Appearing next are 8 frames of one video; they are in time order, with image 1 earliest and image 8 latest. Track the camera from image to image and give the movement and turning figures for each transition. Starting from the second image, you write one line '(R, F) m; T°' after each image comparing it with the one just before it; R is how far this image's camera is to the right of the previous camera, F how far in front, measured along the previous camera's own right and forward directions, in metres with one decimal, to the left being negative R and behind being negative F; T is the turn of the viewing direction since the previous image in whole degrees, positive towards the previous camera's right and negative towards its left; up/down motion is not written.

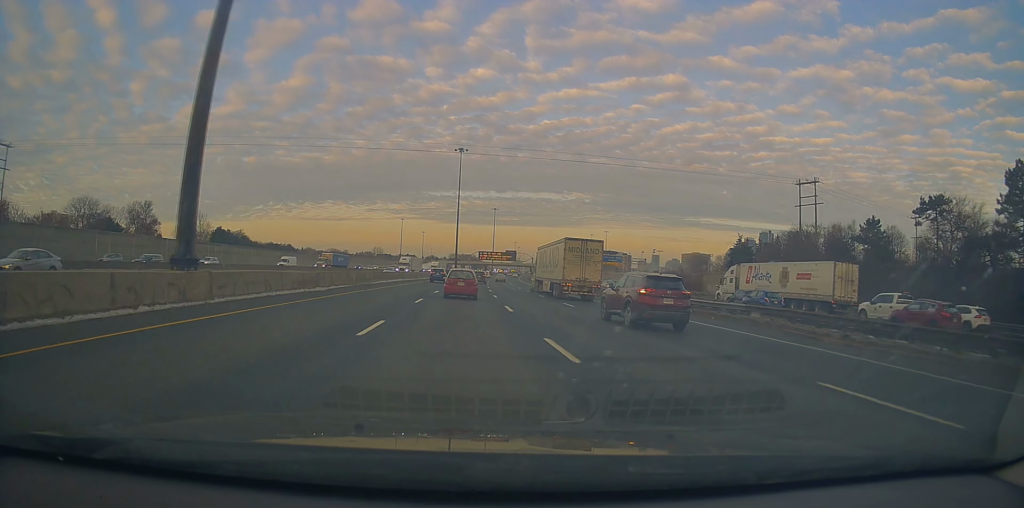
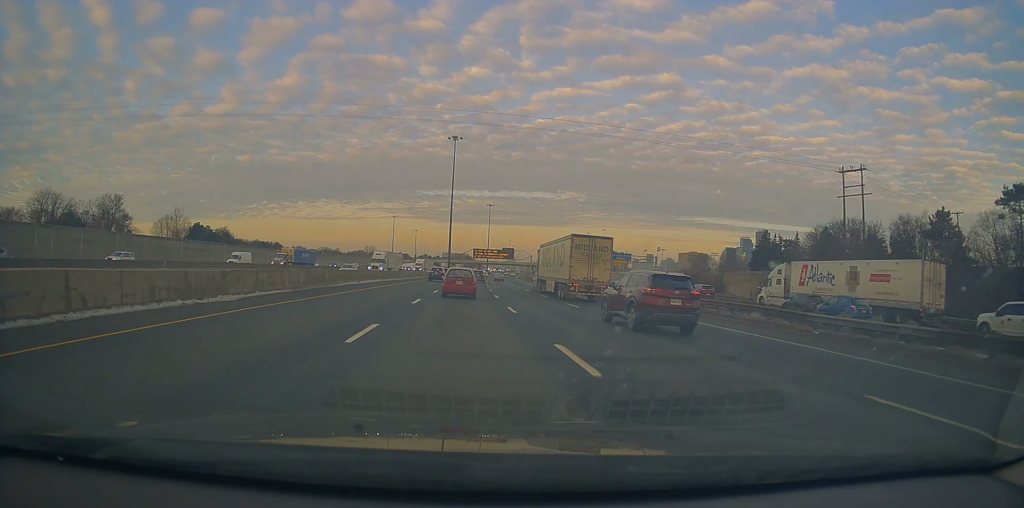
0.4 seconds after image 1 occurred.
(0.0, +13.1) m; 0°
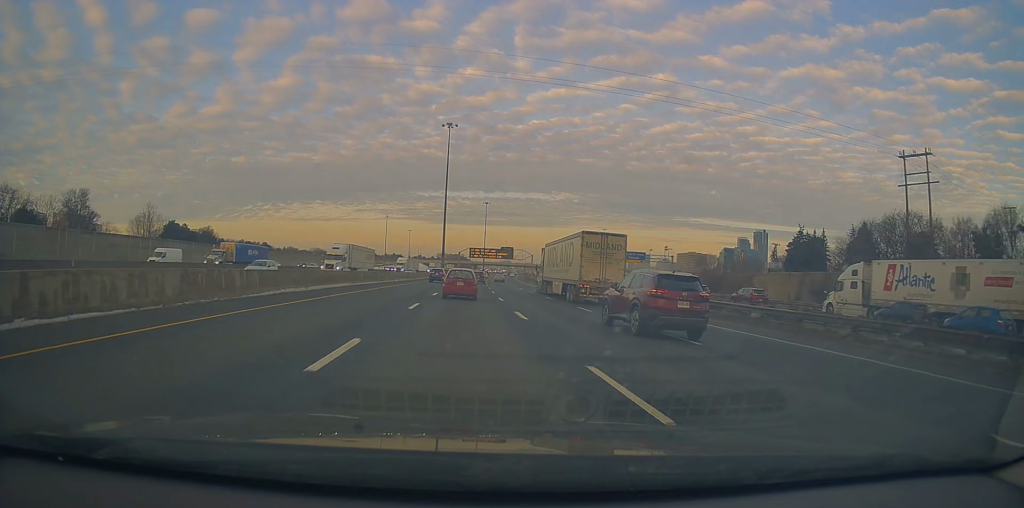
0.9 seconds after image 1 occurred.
(-0.1, +14.1) m; +1°
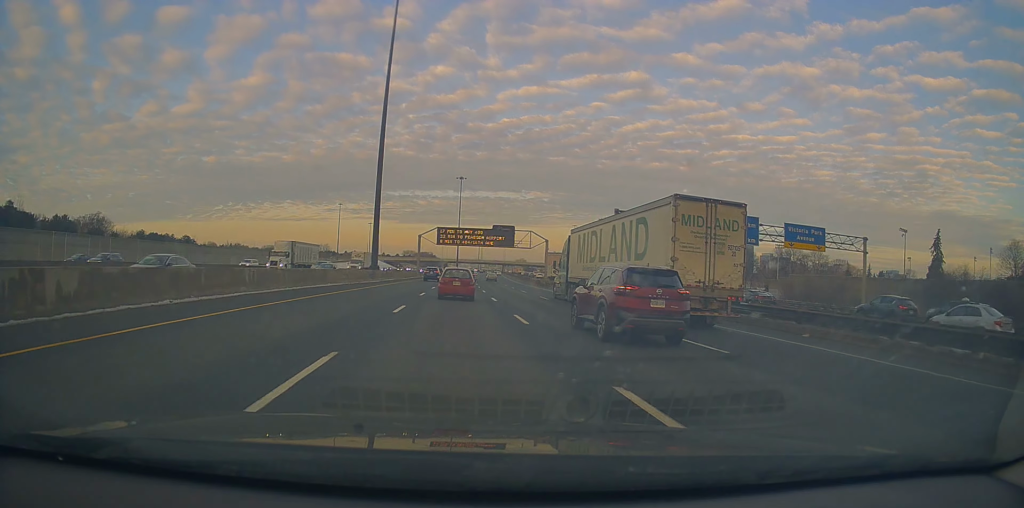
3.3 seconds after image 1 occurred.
(+1.7, +72.9) m; +4°
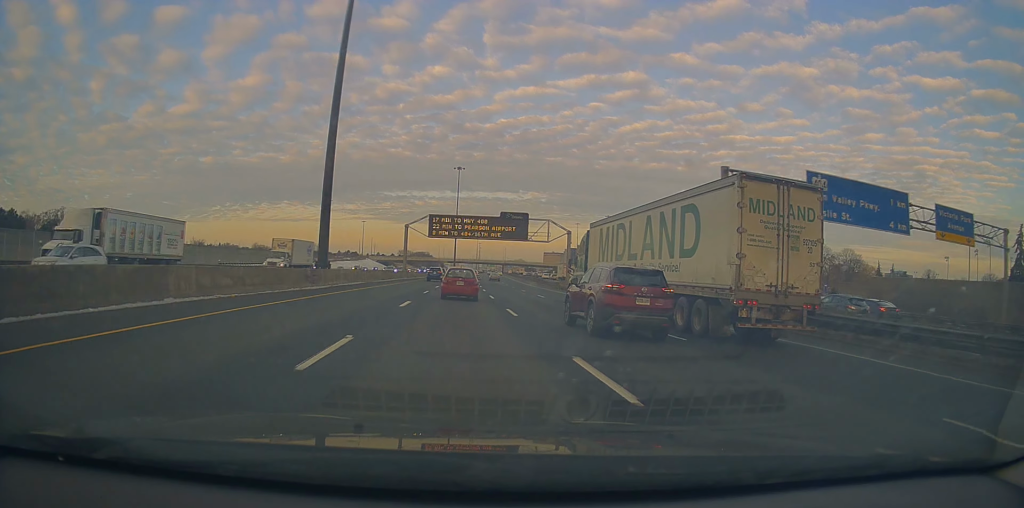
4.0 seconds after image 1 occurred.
(+0.7, +21.2) m; +1°
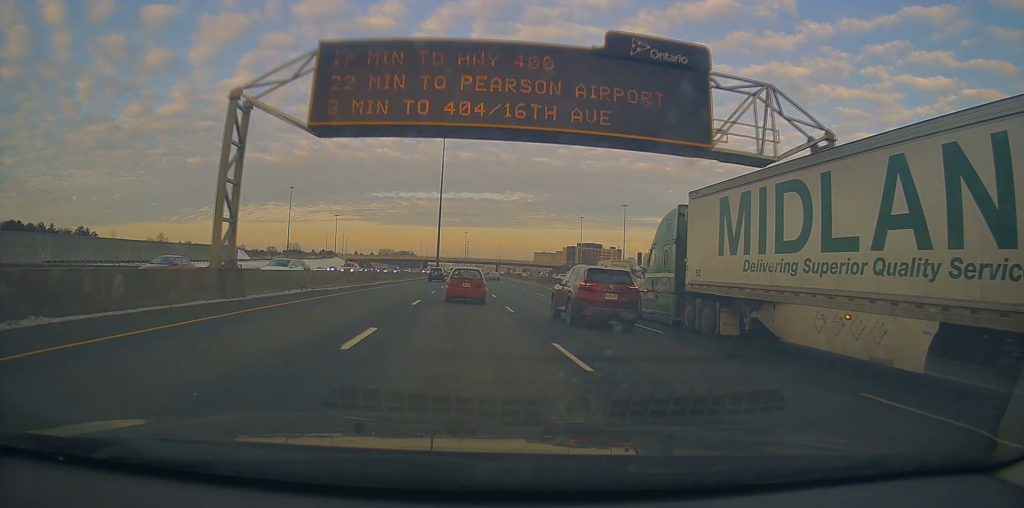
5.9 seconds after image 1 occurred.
(-0.5, +57.1) m; +1°
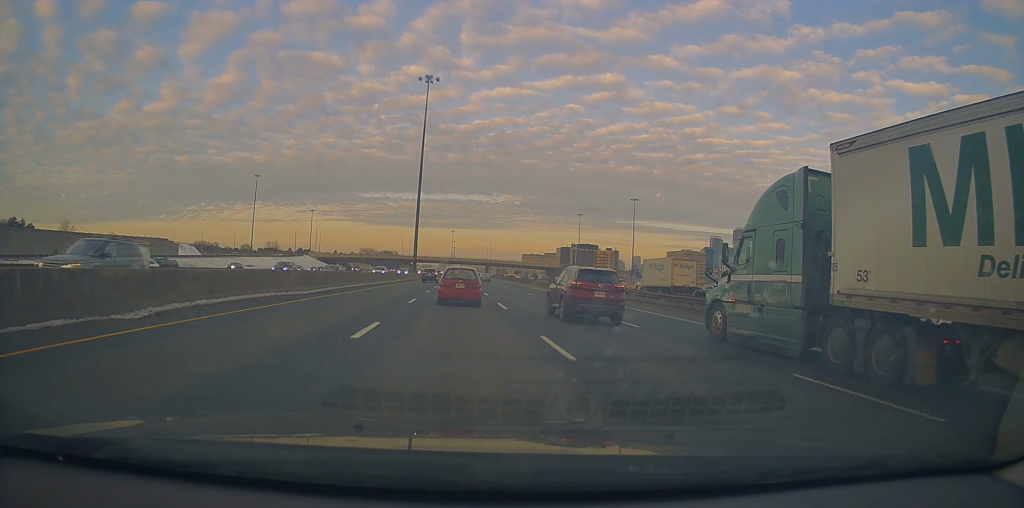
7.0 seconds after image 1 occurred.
(+0.8, +33.9) m; +1°
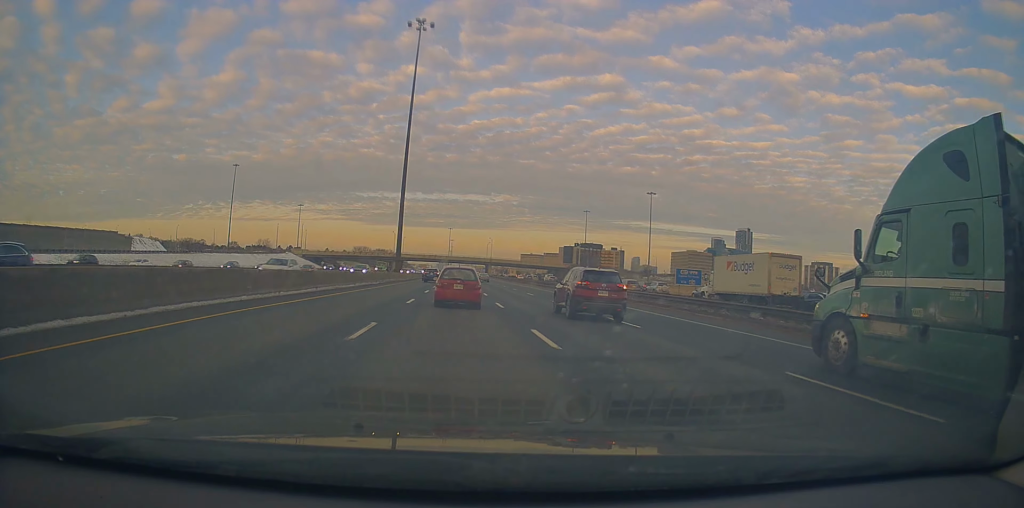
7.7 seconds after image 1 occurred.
(0.0, +23.7) m; 0°
